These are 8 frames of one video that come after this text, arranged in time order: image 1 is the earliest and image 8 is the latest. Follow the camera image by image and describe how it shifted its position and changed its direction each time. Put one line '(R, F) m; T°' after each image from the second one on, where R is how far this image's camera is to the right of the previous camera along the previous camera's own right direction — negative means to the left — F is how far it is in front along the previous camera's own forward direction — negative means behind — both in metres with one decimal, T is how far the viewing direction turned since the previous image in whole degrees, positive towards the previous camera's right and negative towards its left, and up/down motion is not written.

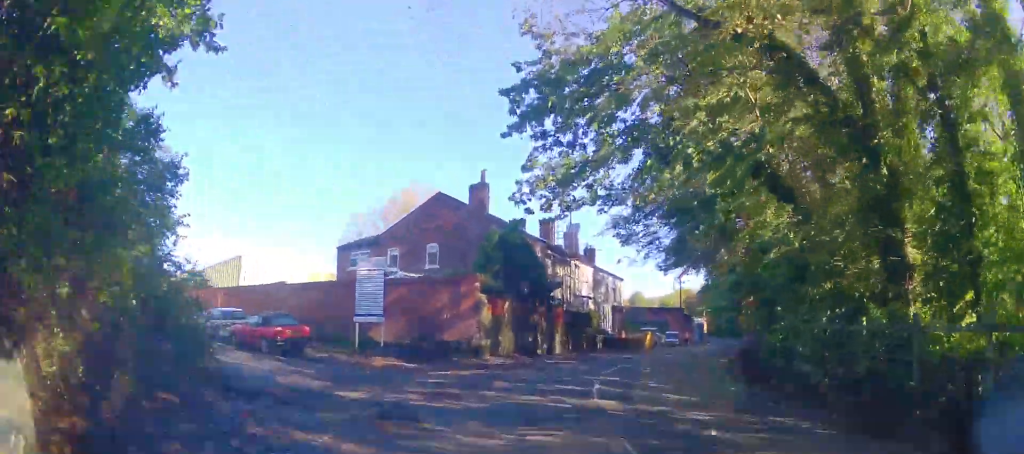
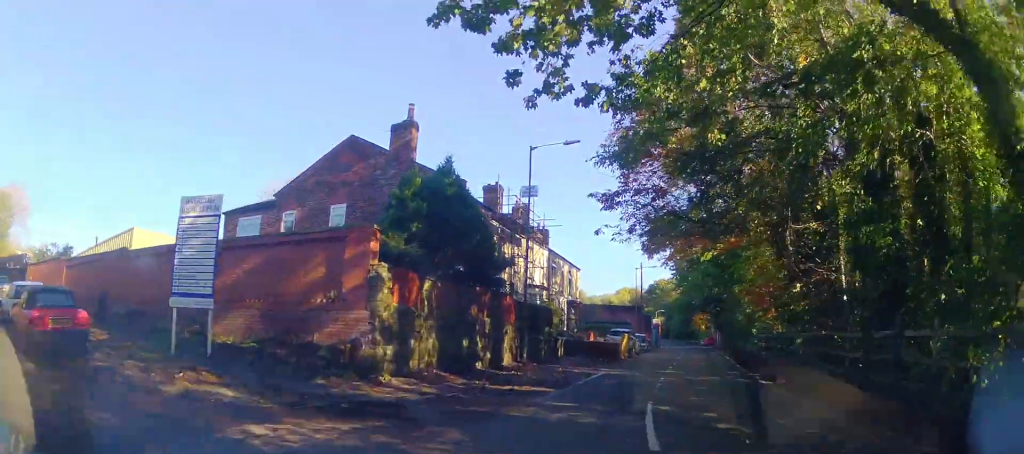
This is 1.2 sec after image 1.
(+0.2, +9.5) m; +3°
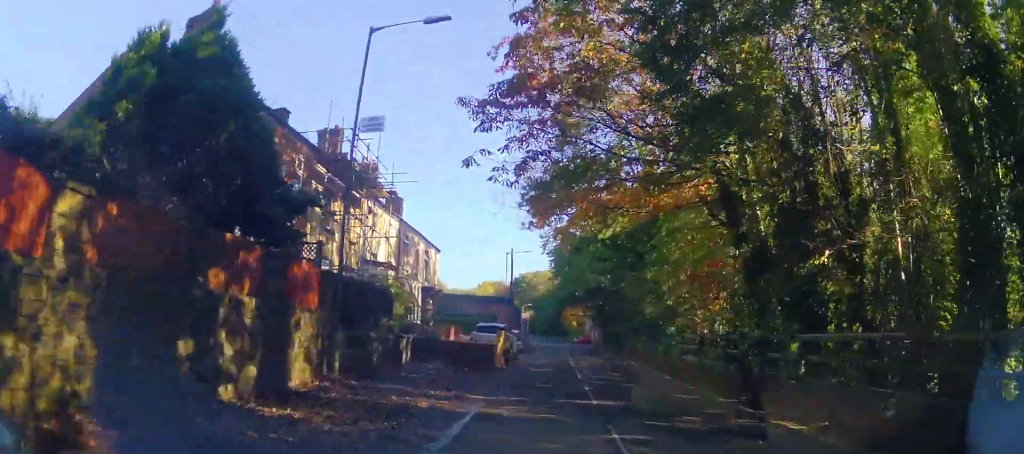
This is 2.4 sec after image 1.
(+0.3, +8.9) m; +7°
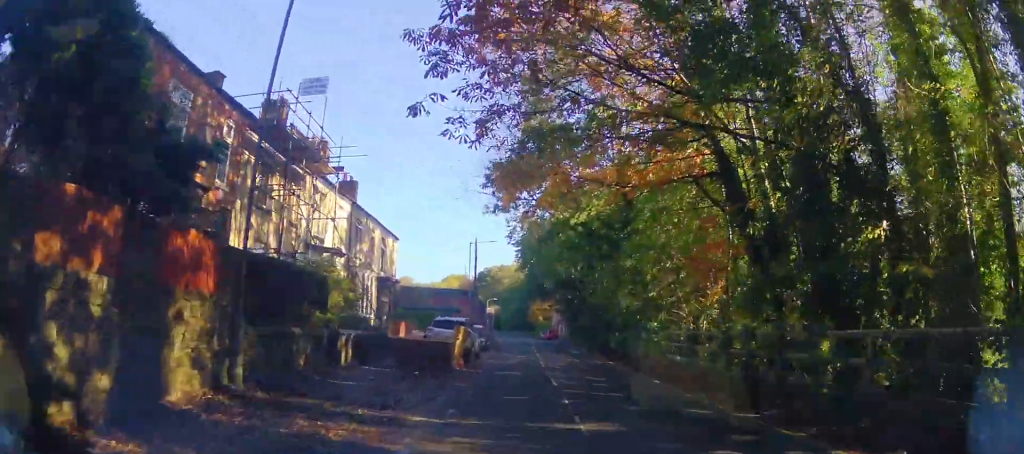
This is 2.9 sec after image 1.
(-0.2, +3.0) m; +4°
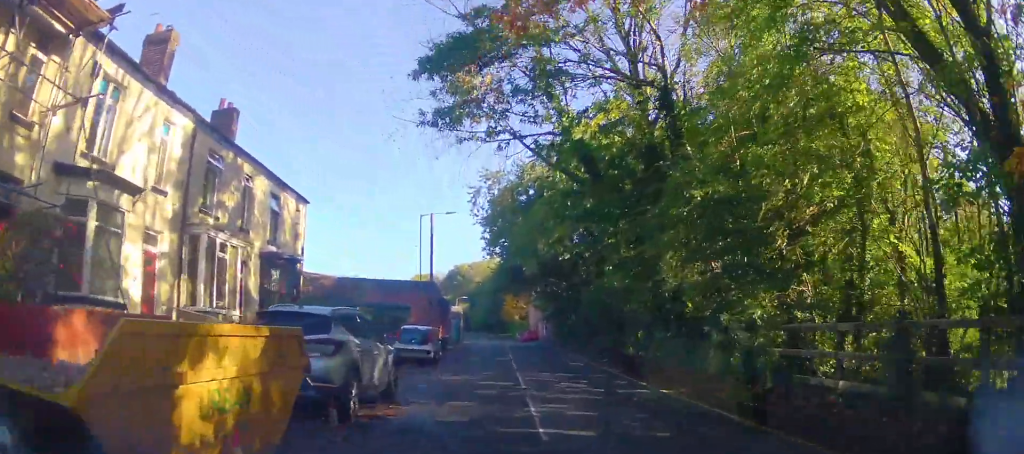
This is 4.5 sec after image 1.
(+2.3, +11.8) m; +15°
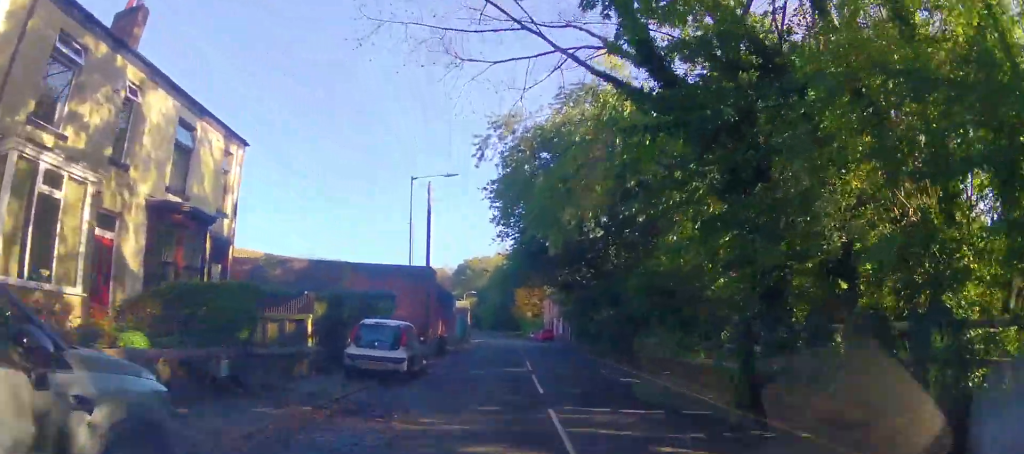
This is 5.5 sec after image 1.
(+0.3, +7.3) m; +1°
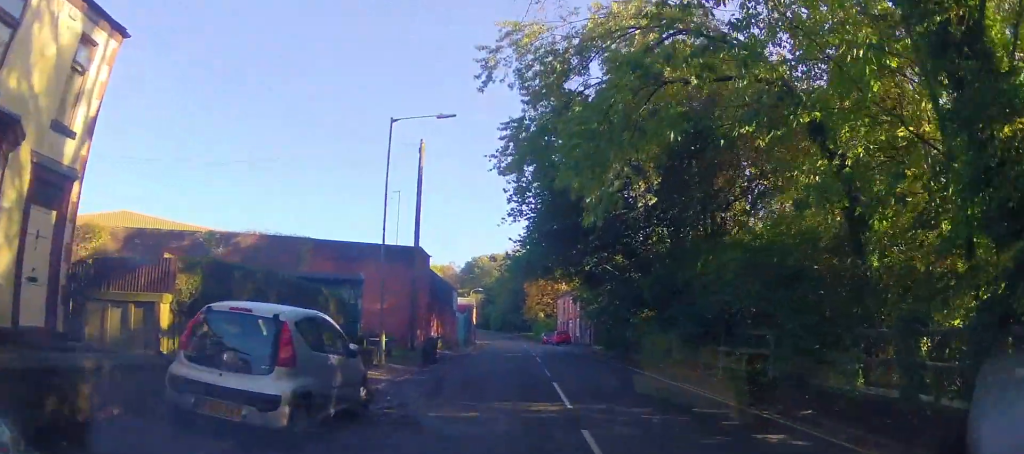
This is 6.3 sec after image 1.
(-0.1, +7.3) m; -1°
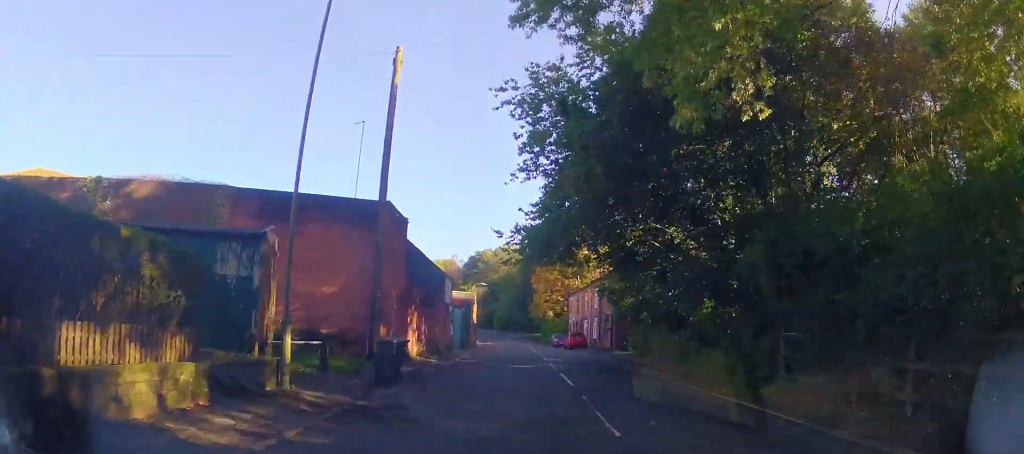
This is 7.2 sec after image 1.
(-0.1, +7.9) m; 0°
